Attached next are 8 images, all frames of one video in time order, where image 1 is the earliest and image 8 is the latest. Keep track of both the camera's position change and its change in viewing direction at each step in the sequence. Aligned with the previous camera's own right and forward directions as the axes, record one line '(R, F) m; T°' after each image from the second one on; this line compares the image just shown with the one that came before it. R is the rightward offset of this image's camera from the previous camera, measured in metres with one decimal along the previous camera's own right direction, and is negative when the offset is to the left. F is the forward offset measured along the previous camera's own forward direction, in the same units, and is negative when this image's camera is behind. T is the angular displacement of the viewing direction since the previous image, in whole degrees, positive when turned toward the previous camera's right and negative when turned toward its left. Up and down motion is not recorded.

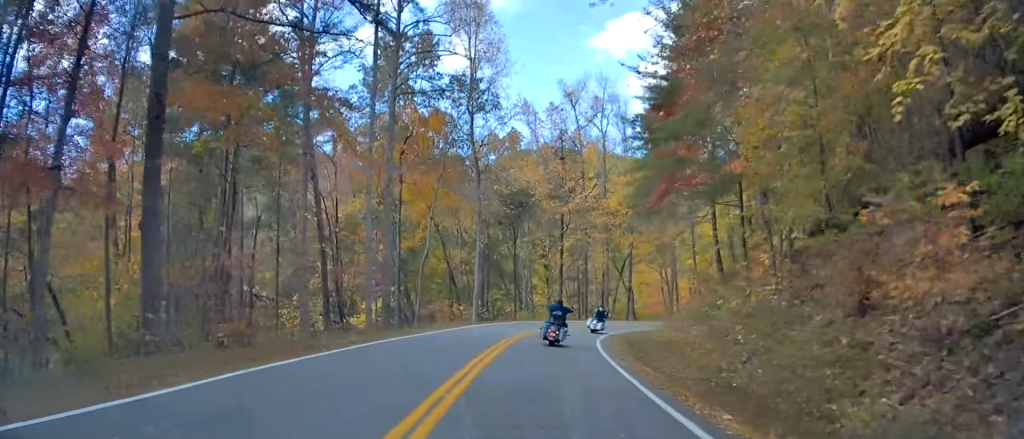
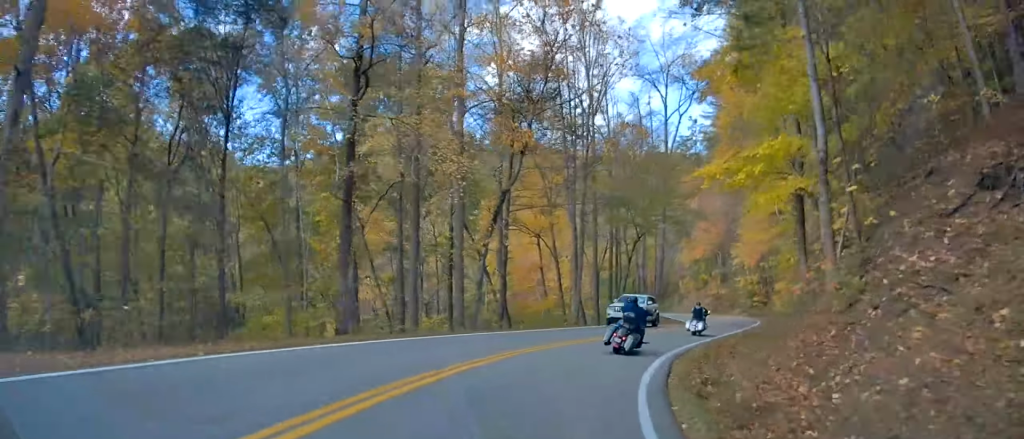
(+2.8, +35.1) m; +12°
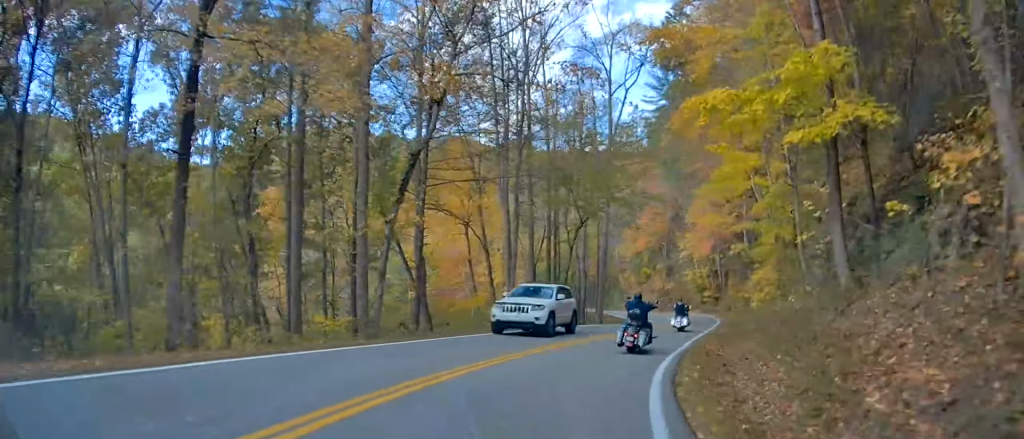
(+0.6, +7.1) m; +4°
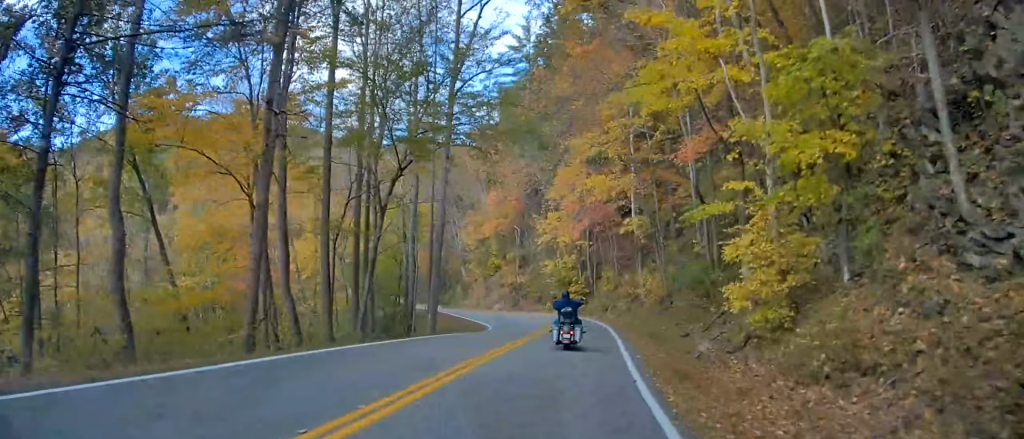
(+1.2, +16.8) m; +9°
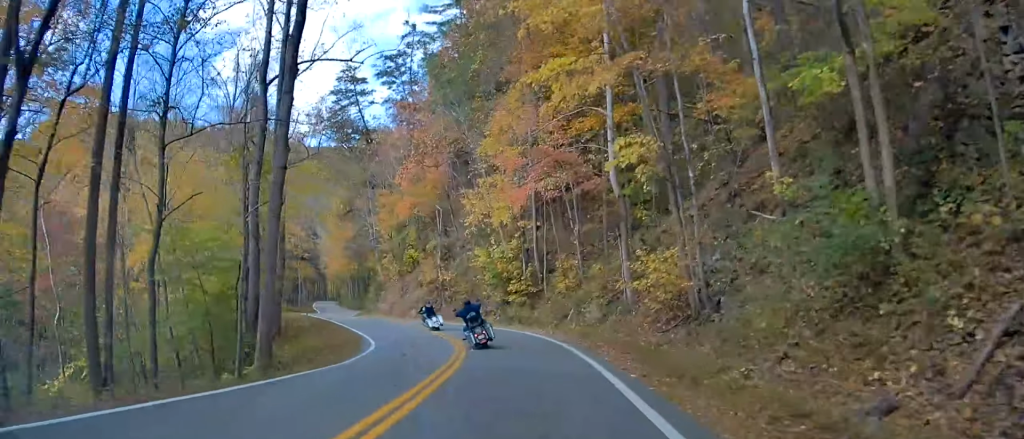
(+1.7, +18.8) m; +5°
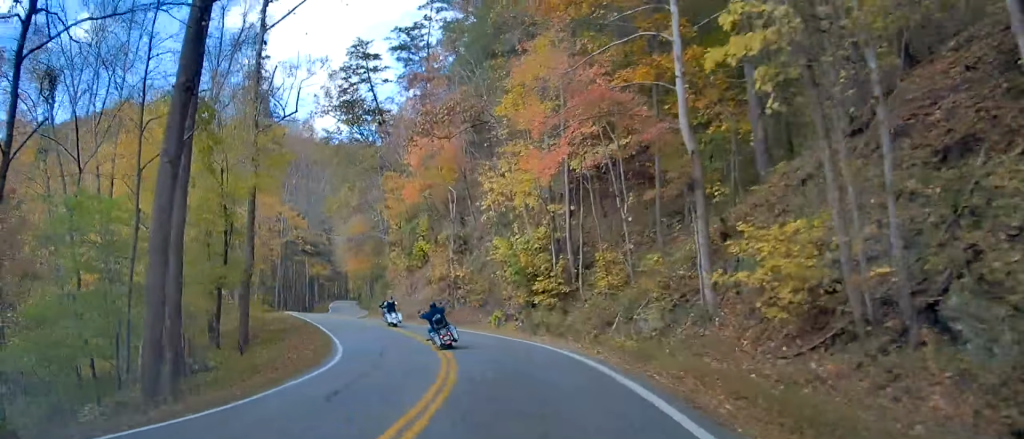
(-0.3, +9.4) m; -1°
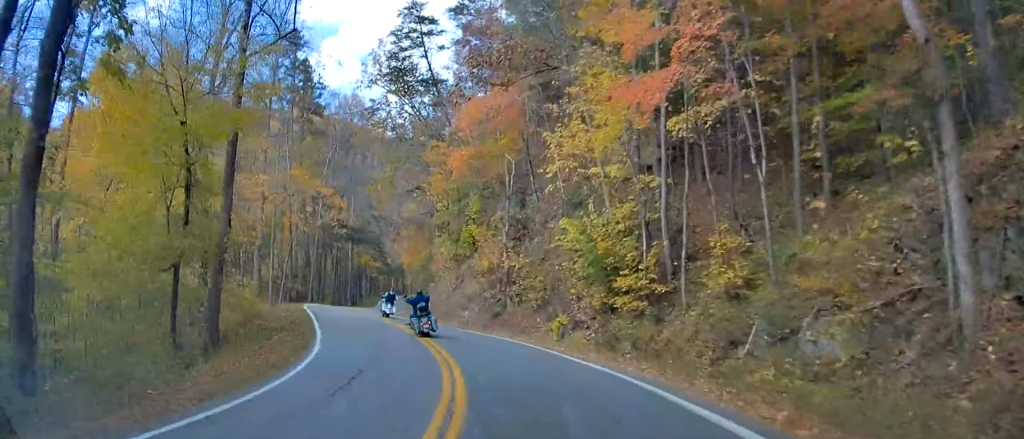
(-0.2, +10.1) m; -2°
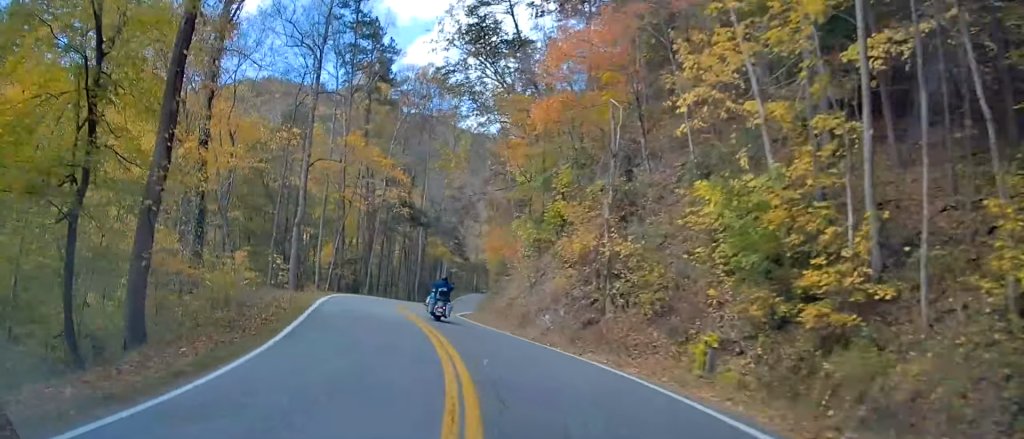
(0.0, +10.6) m; -3°
